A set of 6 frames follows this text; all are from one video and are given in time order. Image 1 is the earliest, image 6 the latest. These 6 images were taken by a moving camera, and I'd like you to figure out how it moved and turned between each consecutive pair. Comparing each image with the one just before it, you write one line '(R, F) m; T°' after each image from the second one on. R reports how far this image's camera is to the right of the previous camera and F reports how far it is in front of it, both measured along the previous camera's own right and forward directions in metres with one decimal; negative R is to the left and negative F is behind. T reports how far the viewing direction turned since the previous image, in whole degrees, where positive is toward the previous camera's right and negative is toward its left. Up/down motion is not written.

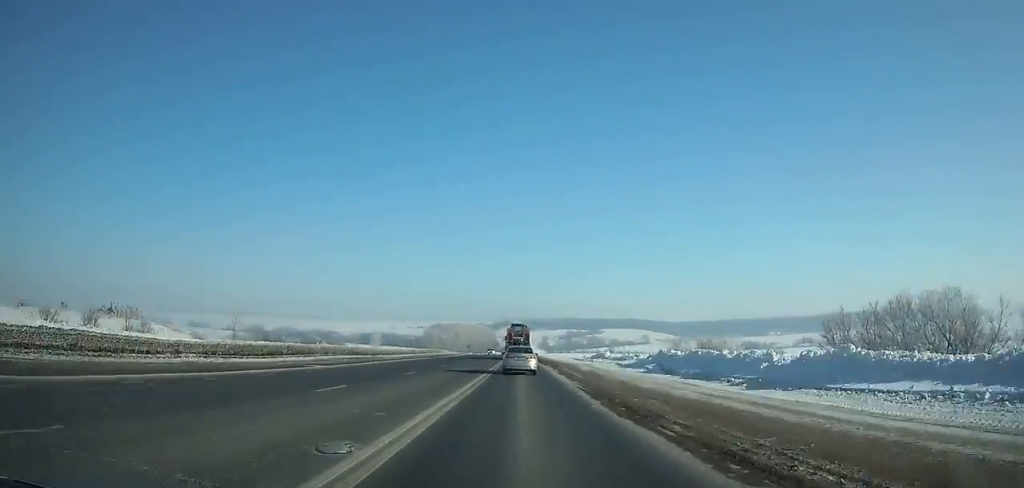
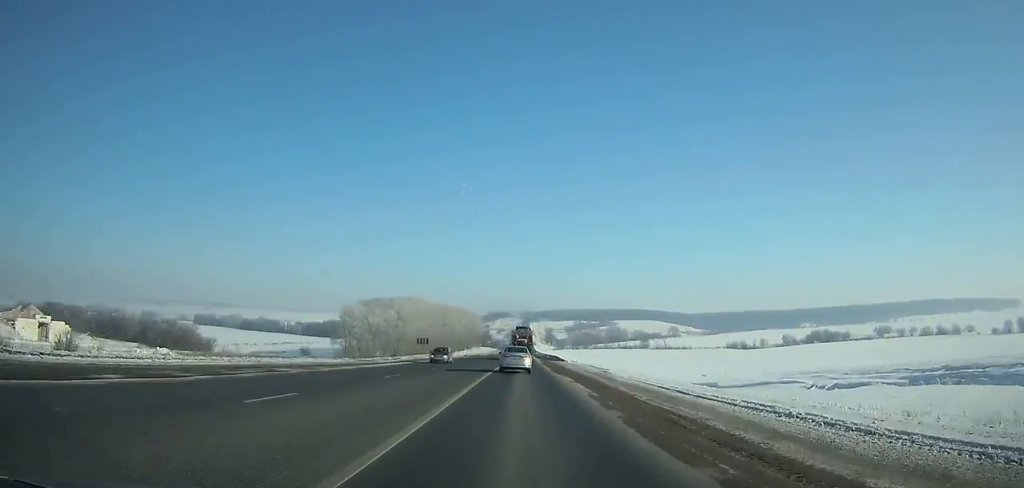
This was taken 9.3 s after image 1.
(+1.1, +207.4) m; 0°
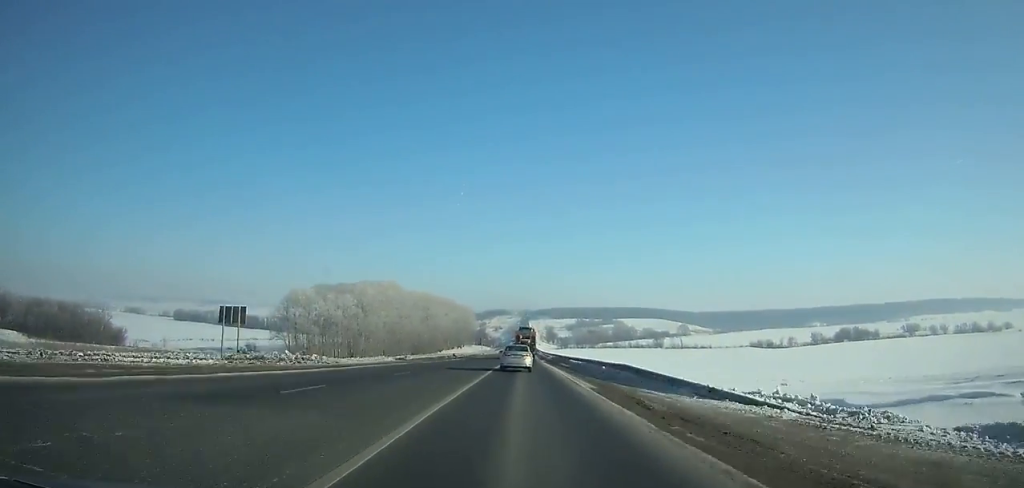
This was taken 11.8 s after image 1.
(+0.1, +57.5) m; 0°
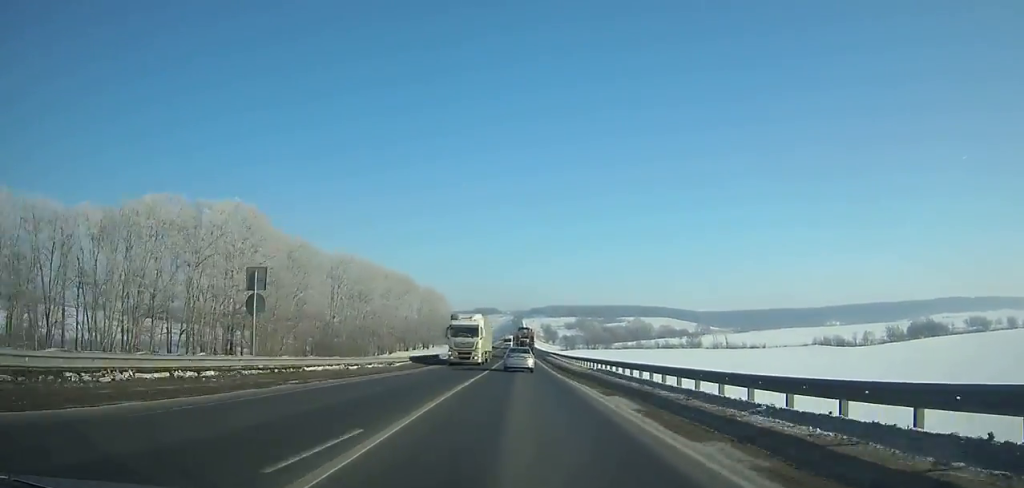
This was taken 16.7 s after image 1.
(+0.4, +114.2) m; 0°
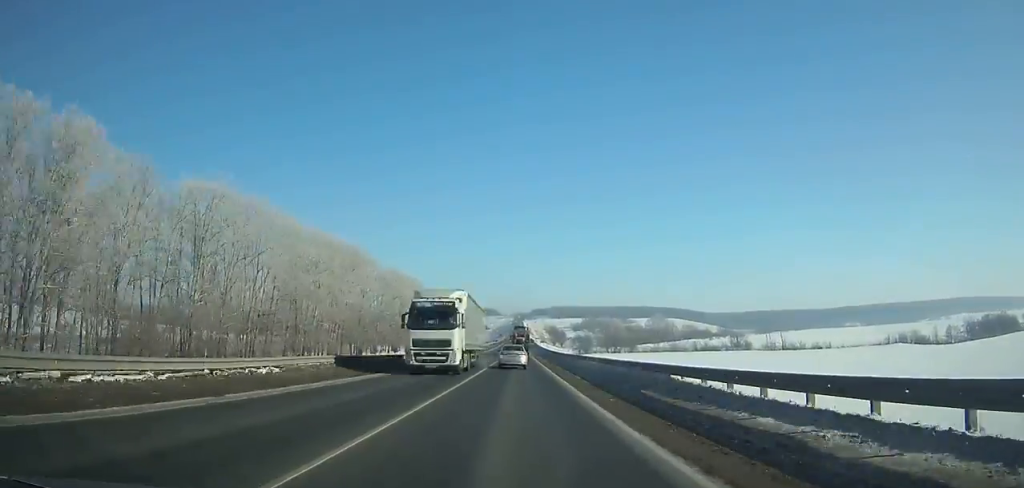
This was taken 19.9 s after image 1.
(+0.1, +75.2) m; 0°
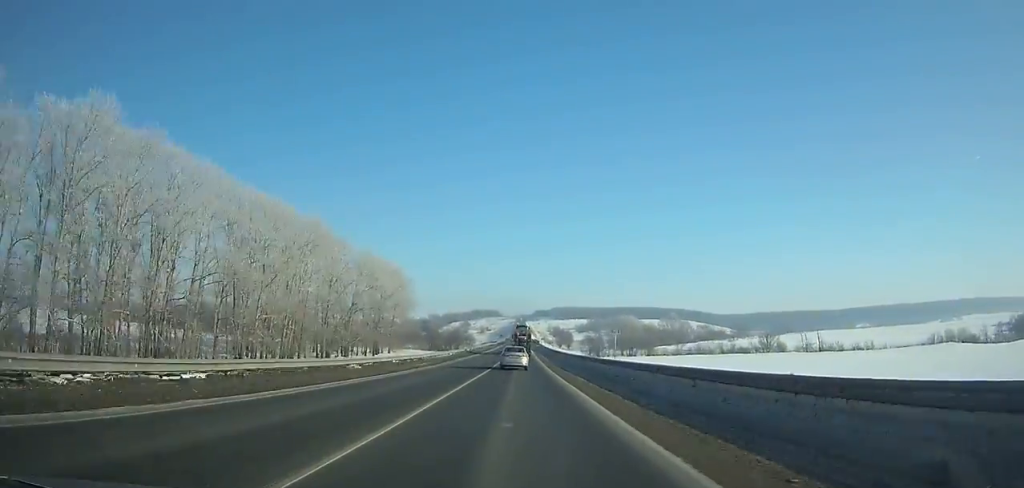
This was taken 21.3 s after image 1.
(0.0, +32.9) m; 0°
